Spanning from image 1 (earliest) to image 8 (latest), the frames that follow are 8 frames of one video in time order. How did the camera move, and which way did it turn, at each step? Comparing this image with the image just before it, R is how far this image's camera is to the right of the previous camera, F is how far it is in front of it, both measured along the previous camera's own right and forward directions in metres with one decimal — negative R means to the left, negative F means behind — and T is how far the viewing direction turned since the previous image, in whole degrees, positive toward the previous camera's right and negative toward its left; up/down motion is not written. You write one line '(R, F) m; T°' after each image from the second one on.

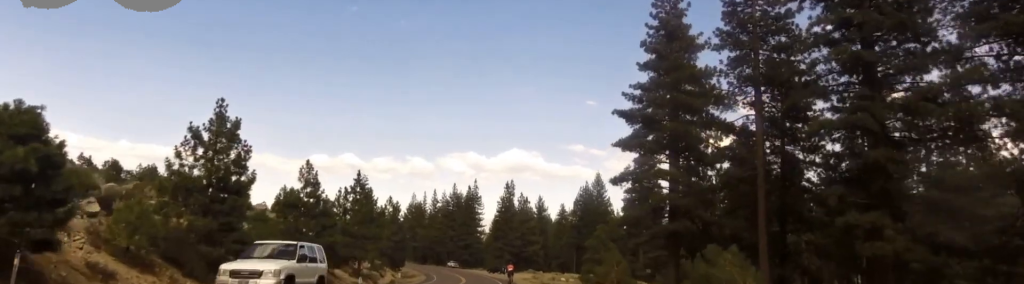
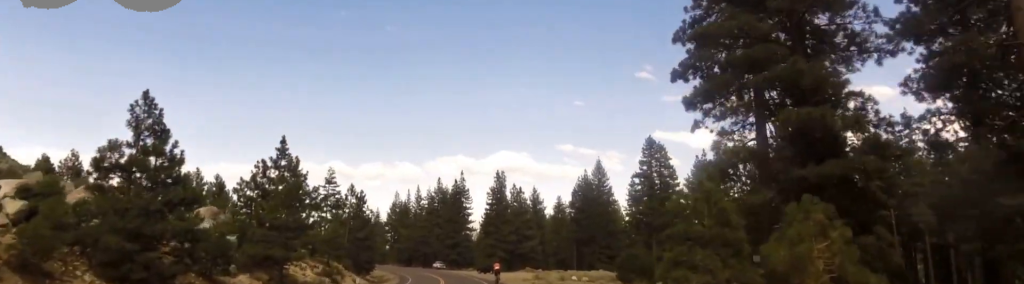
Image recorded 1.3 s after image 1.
(+1.7, +20.9) m; +5°
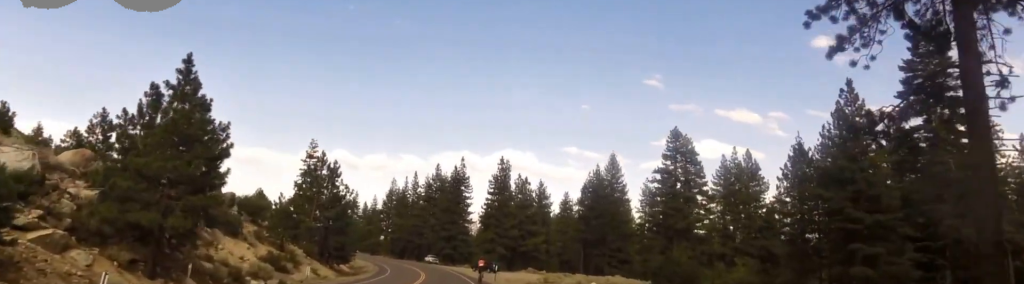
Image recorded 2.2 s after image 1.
(+0.1, +16.4) m; -2°
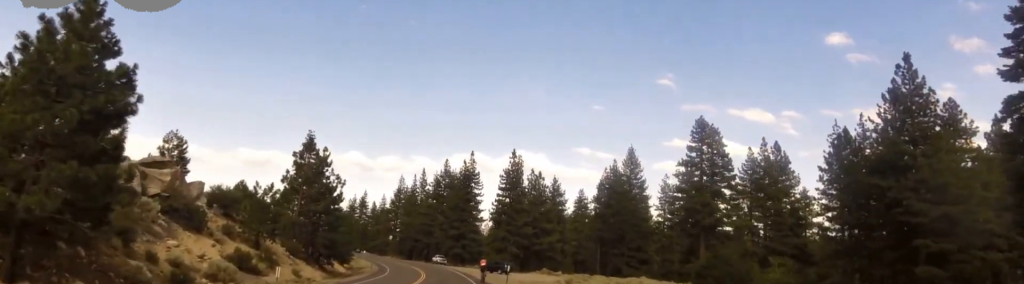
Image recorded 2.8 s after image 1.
(+0.3, +9.1) m; -3°
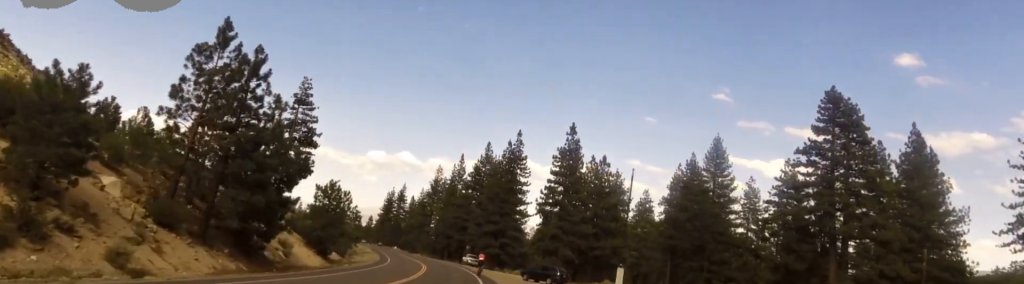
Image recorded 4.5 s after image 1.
(-0.4, +29.9) m; +3°
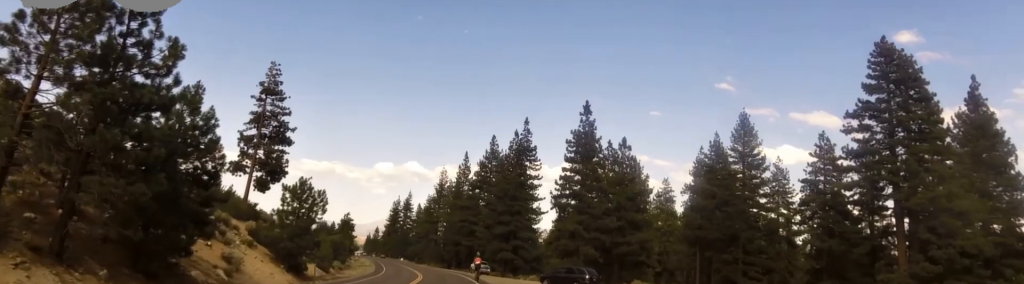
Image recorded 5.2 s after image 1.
(+0.3, +11.9) m; -1°
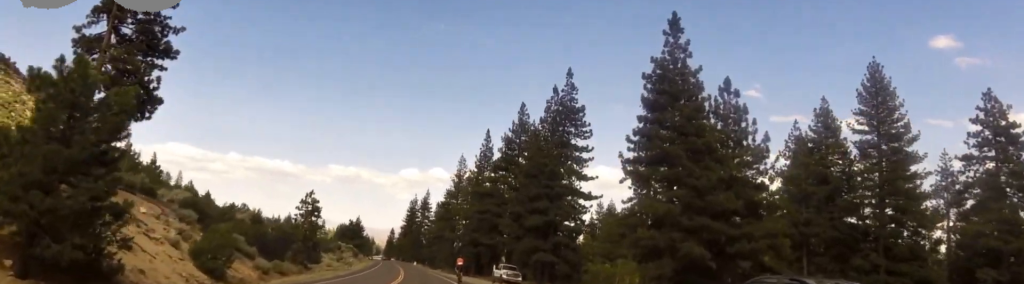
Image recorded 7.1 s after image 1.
(-3.0, +31.4) m; -9°
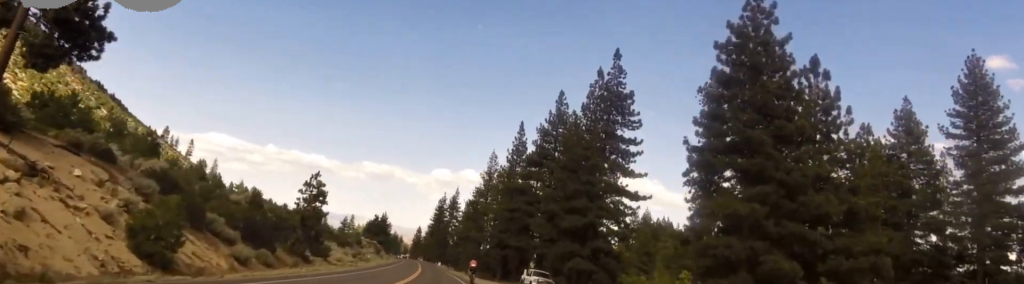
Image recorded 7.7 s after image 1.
(+0.2, +9.4) m; 0°
